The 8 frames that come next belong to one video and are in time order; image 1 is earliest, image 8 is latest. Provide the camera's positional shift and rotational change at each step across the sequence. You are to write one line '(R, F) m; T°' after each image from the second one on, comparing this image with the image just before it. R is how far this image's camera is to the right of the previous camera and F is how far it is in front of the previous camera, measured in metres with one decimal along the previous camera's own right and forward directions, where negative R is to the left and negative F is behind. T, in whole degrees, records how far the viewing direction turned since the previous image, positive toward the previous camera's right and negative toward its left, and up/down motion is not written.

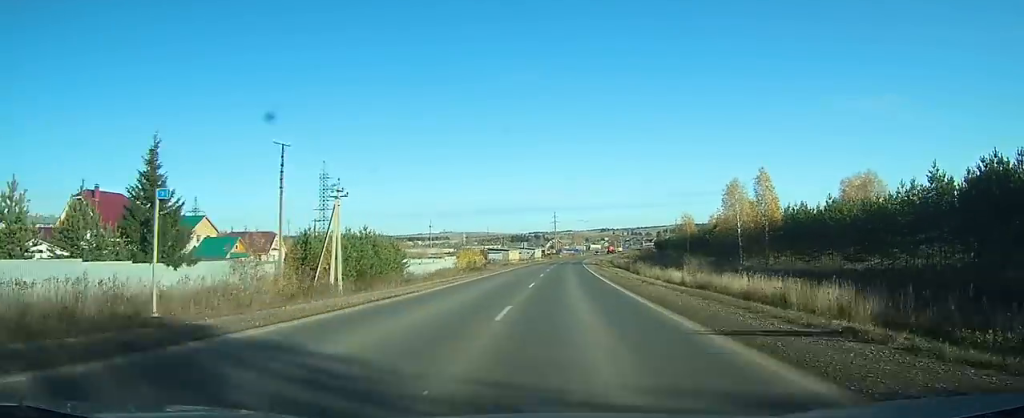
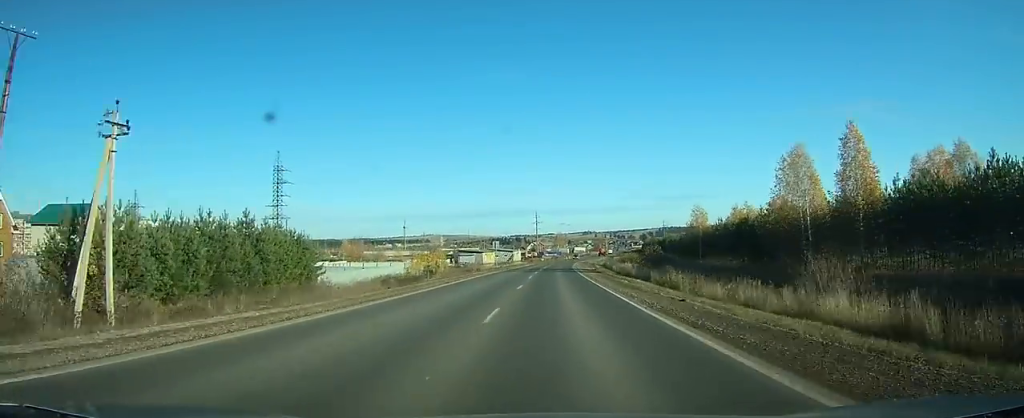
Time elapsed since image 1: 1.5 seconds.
(+0.3, +23.6) m; +2°
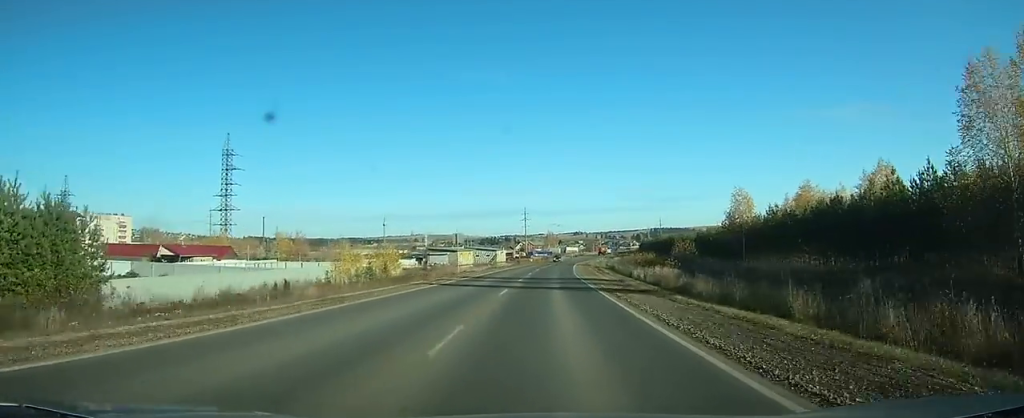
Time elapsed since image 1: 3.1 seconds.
(+0.4, +26.8) m; +2°
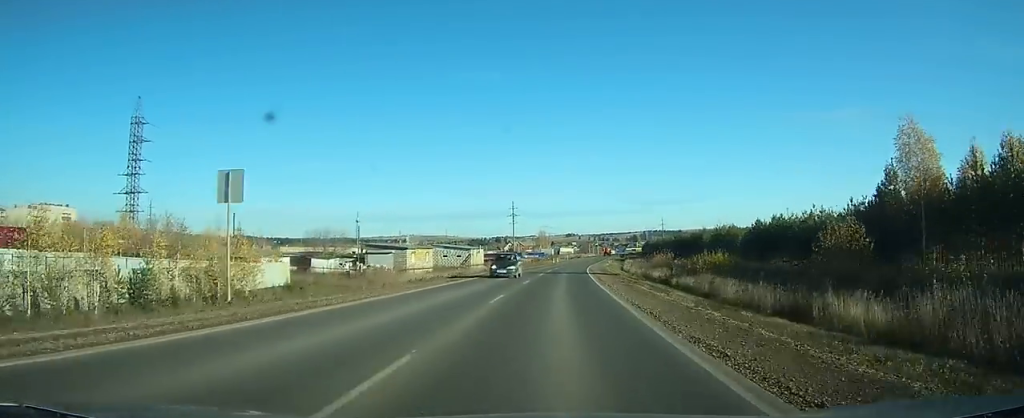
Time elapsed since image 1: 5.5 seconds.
(+0.6, +38.5) m; +1°
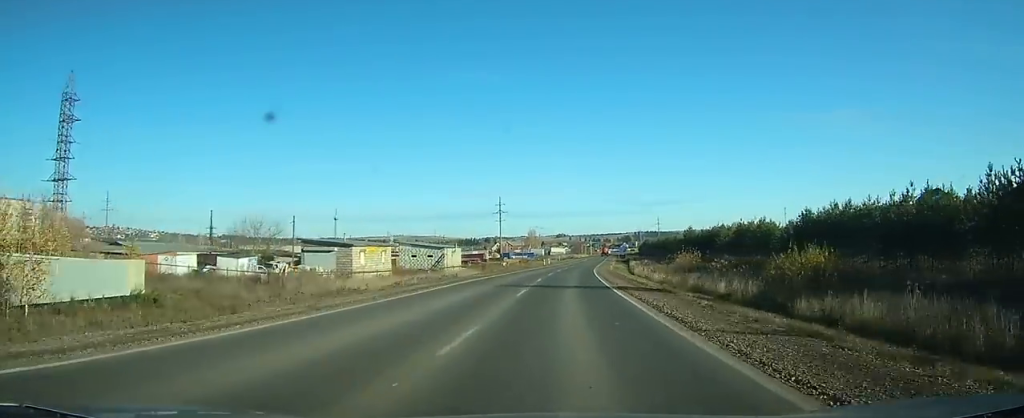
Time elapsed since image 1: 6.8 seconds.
(0.0, +20.3) m; +1°
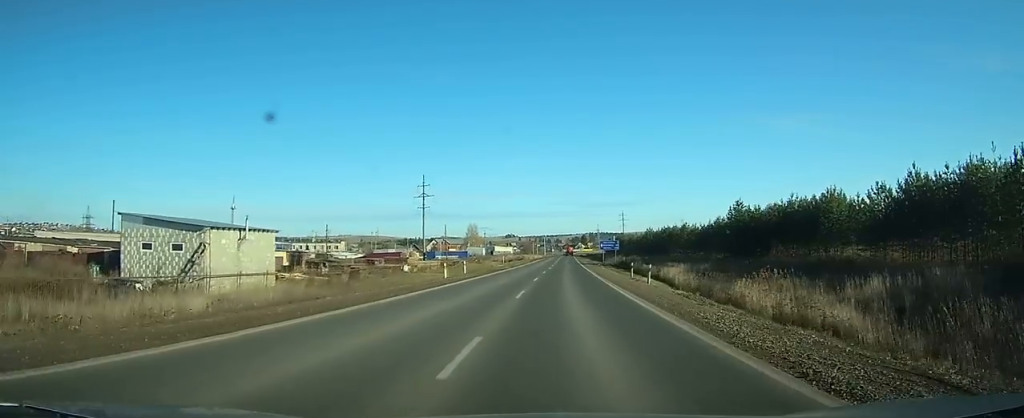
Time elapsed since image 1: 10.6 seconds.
(+1.7, +60.4) m; +3°
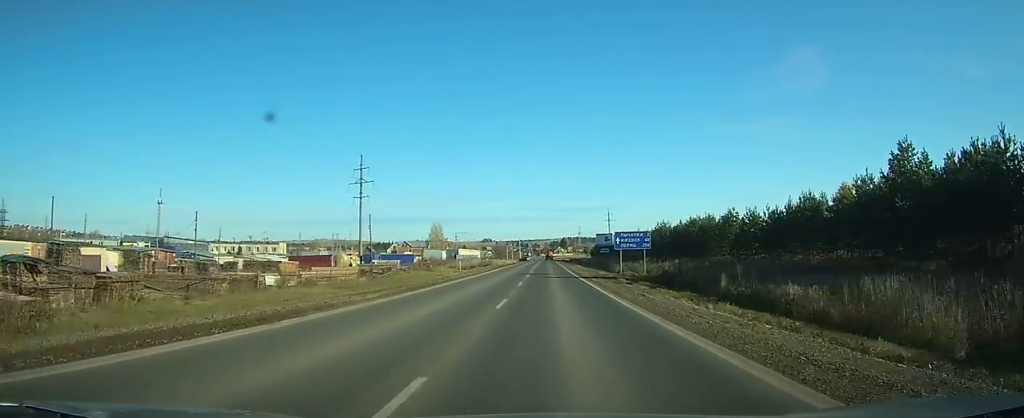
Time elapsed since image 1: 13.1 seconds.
(+0.9, +38.6) m; +2°
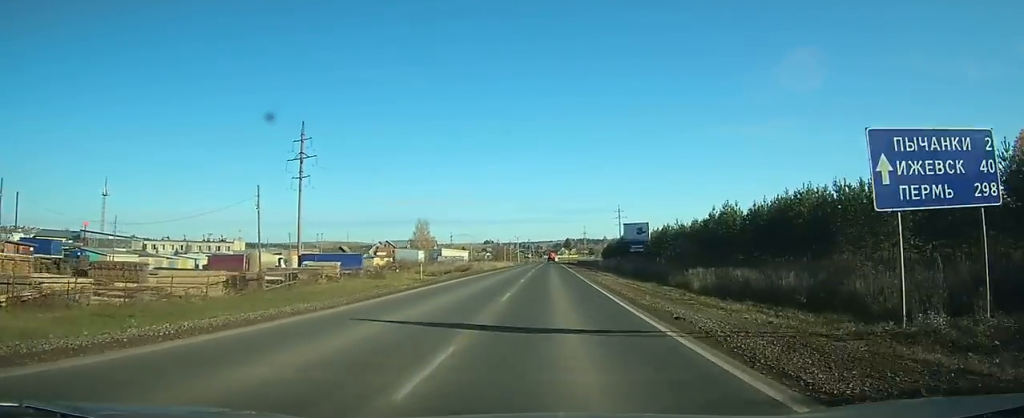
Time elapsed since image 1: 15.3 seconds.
(+0.6, +33.7) m; +1°
